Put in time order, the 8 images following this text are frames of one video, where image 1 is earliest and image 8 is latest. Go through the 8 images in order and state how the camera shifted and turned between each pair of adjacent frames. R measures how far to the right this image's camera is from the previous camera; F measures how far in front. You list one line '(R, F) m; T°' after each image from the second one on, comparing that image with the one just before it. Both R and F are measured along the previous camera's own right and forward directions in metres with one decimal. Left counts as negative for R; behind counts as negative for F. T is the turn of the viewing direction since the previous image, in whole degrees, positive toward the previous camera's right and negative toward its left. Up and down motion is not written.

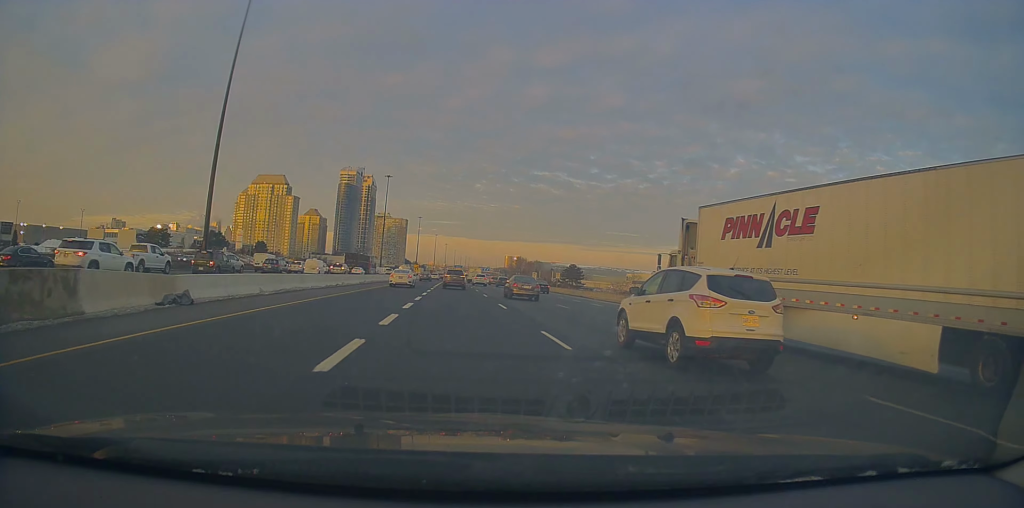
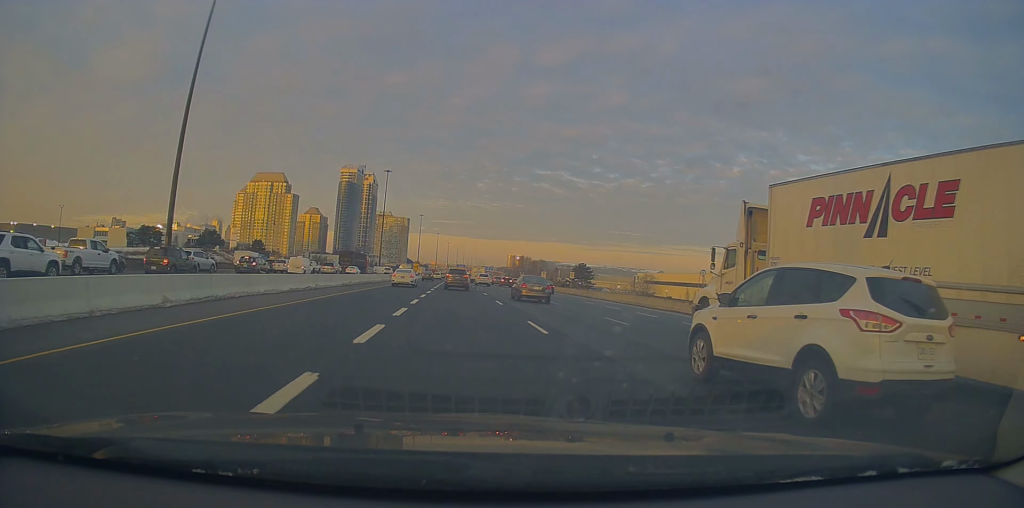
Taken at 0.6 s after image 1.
(+0.1, +9.4) m; 0°
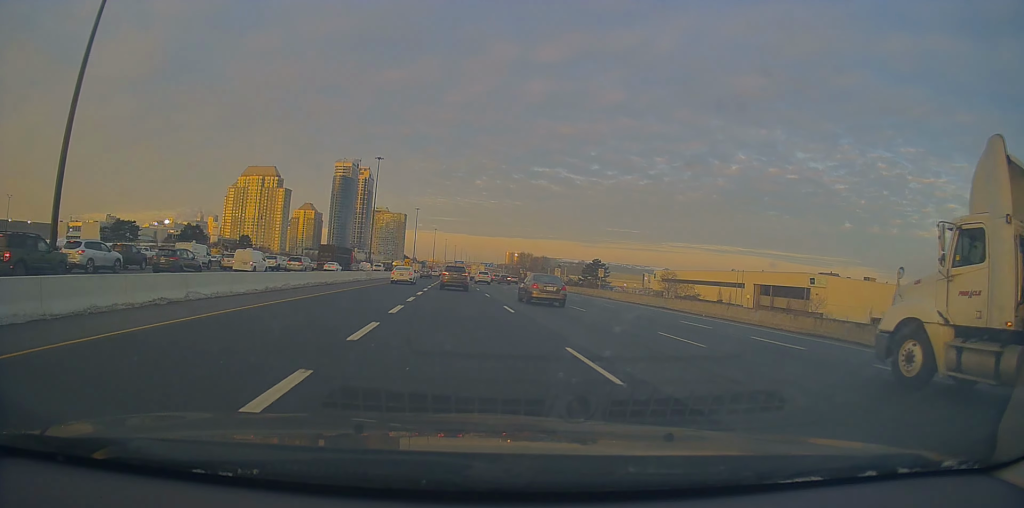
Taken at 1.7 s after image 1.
(+0.1, +18.1) m; 0°
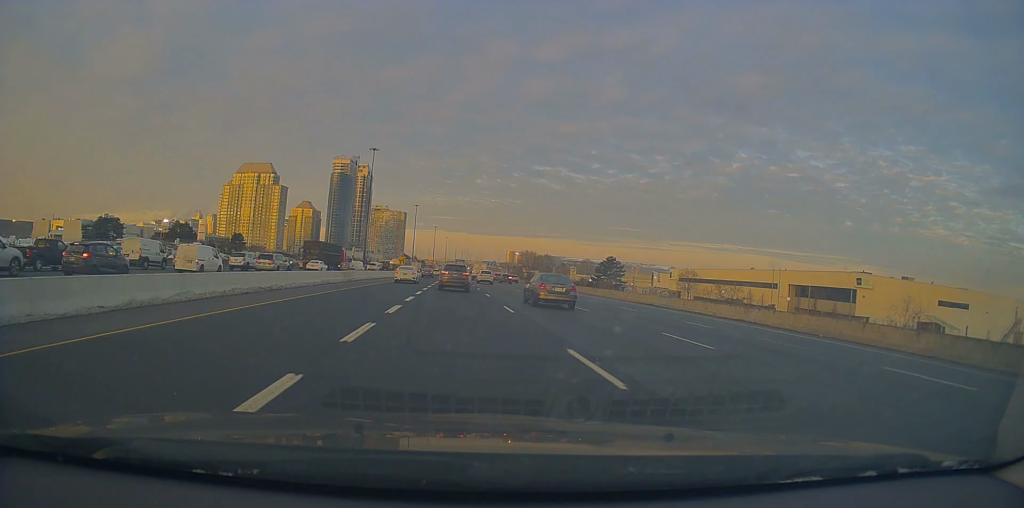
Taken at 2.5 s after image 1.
(-0.1, +13.1) m; 0°
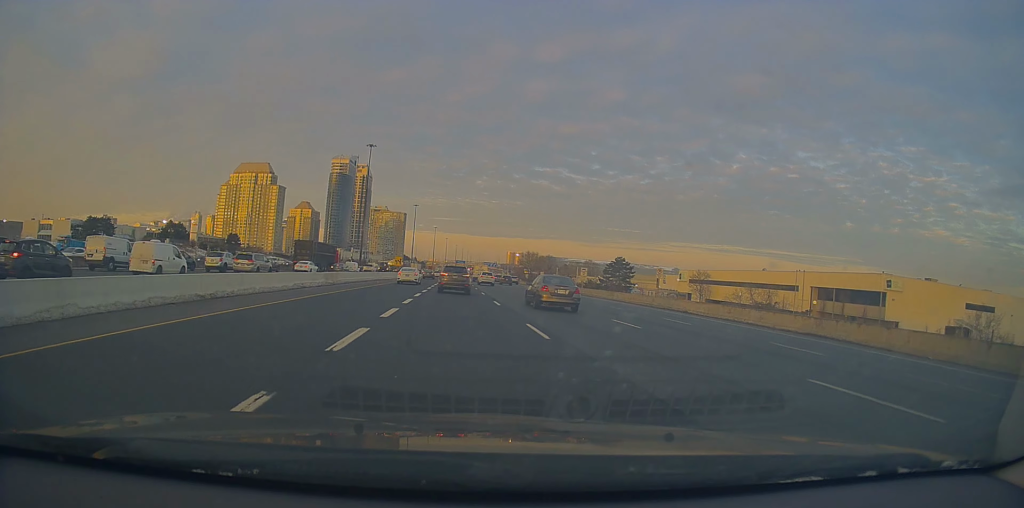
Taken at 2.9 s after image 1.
(-0.2, +7.7) m; 0°
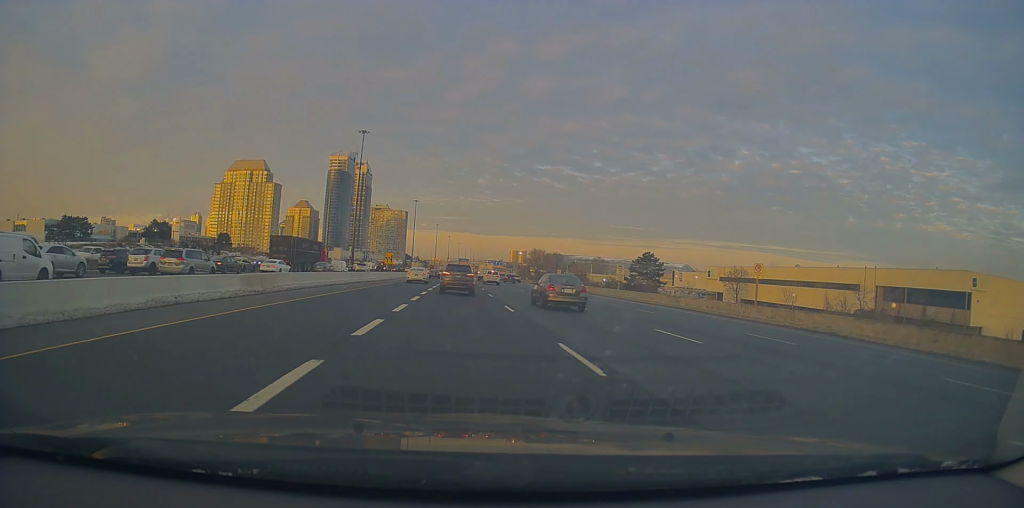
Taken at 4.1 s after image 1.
(+0.5, +17.8) m; +2°
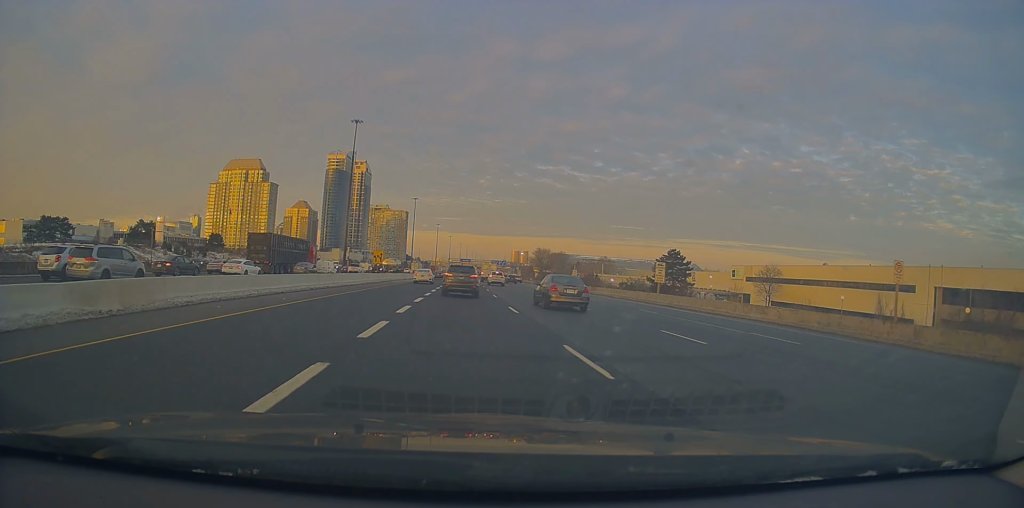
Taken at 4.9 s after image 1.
(-0.1, +12.2) m; -1°
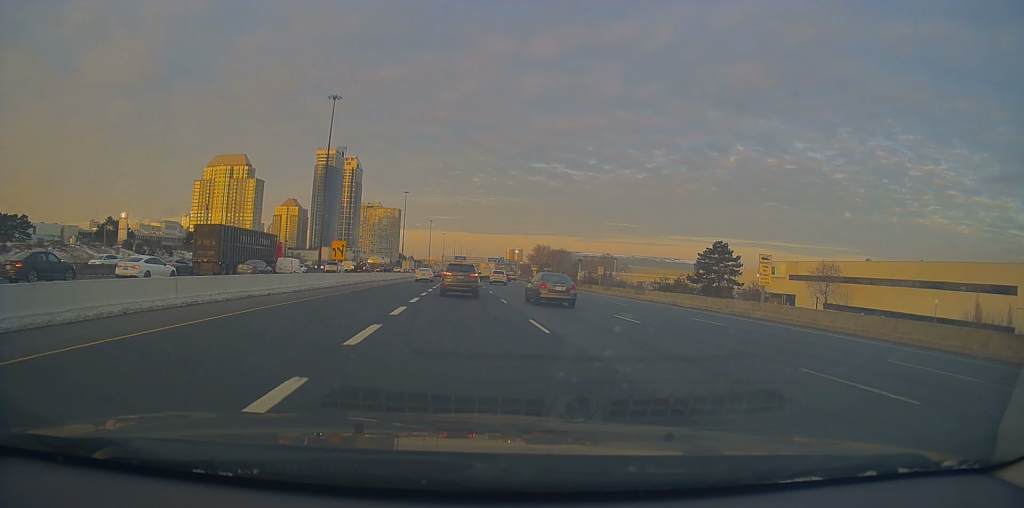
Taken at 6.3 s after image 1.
(-0.2, +19.2) m; -1°
